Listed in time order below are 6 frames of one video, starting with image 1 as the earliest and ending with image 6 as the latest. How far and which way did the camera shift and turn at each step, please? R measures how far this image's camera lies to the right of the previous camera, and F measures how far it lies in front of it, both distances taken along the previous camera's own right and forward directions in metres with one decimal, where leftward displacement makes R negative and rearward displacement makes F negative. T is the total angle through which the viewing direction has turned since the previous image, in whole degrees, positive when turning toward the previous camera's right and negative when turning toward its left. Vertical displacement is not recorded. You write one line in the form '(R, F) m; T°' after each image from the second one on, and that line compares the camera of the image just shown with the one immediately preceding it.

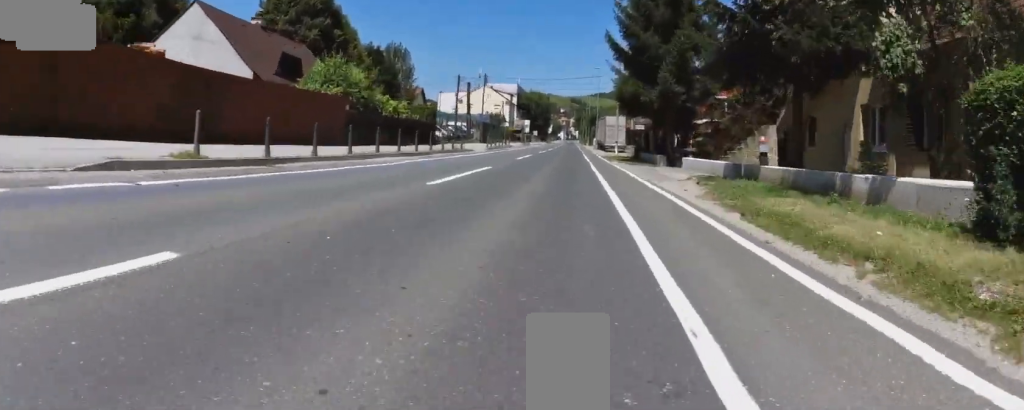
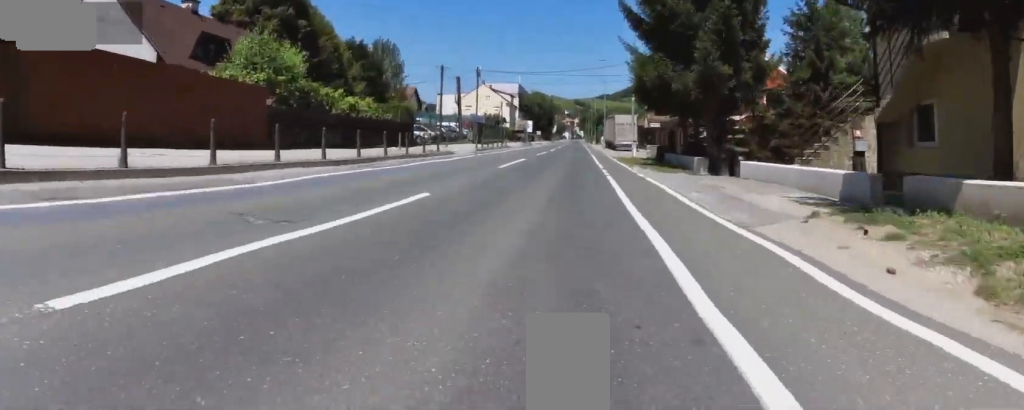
(+0.1, +7.0) m; -2°
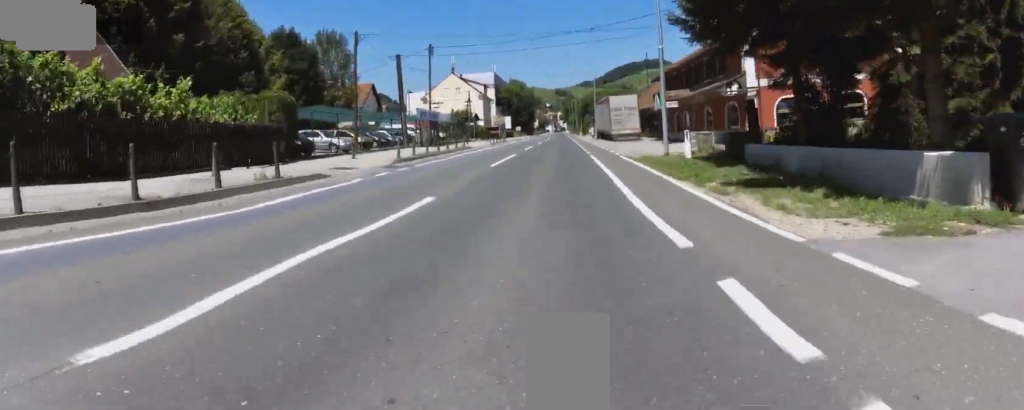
(-0.5, +13.8) m; 0°
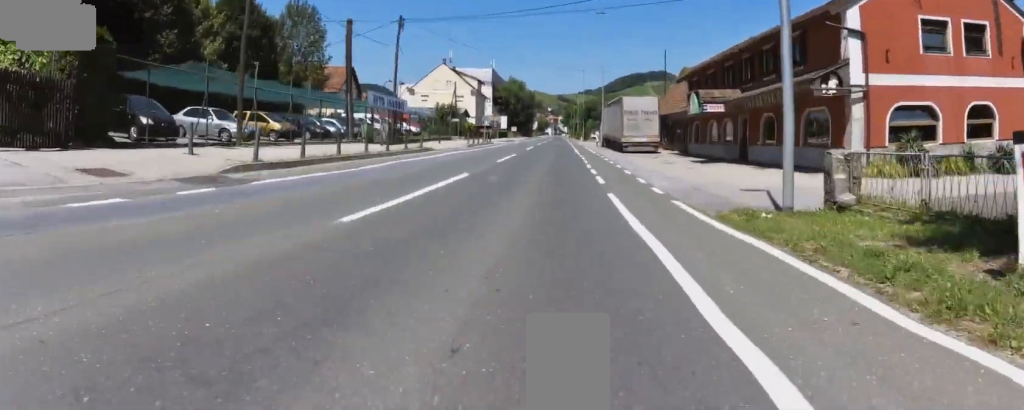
(+0.6, +10.0) m; 0°
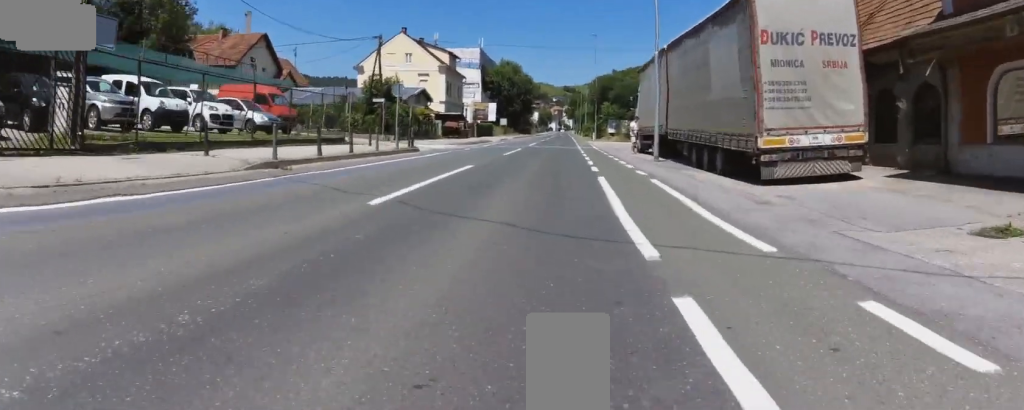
(+0.4, +25.6) m; +4°
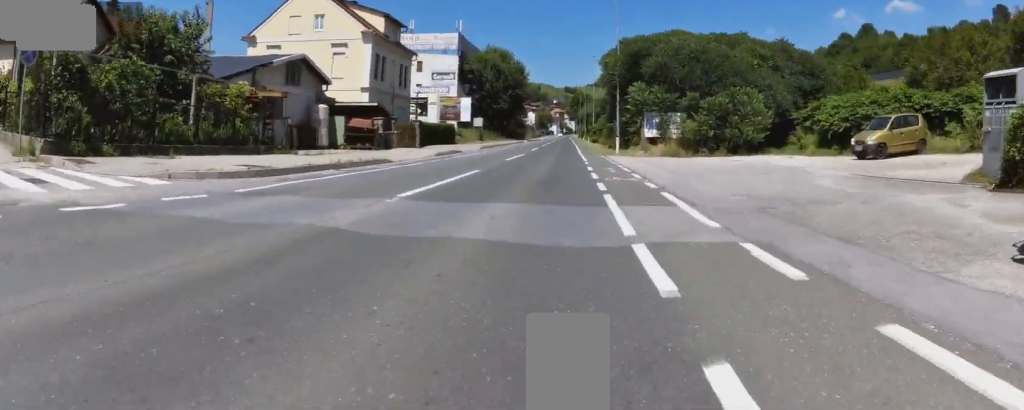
(-1.6, +26.6) m; -1°
